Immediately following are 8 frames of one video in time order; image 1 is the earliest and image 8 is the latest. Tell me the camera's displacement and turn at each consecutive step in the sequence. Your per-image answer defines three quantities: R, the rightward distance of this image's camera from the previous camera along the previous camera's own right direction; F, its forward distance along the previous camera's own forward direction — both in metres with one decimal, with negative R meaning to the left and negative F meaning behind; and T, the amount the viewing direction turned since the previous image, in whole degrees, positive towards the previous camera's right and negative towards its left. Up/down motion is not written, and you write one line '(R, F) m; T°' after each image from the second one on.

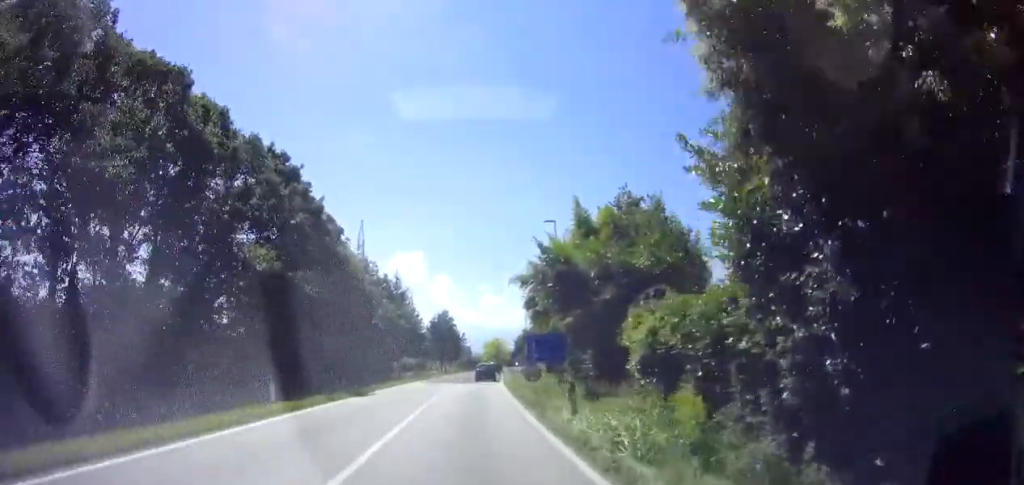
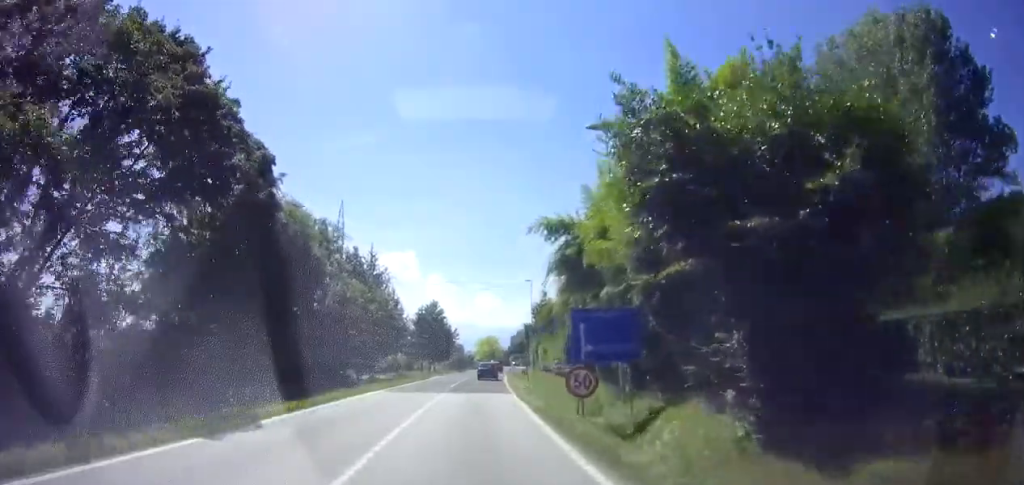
(+0.2, +12.4) m; +1°
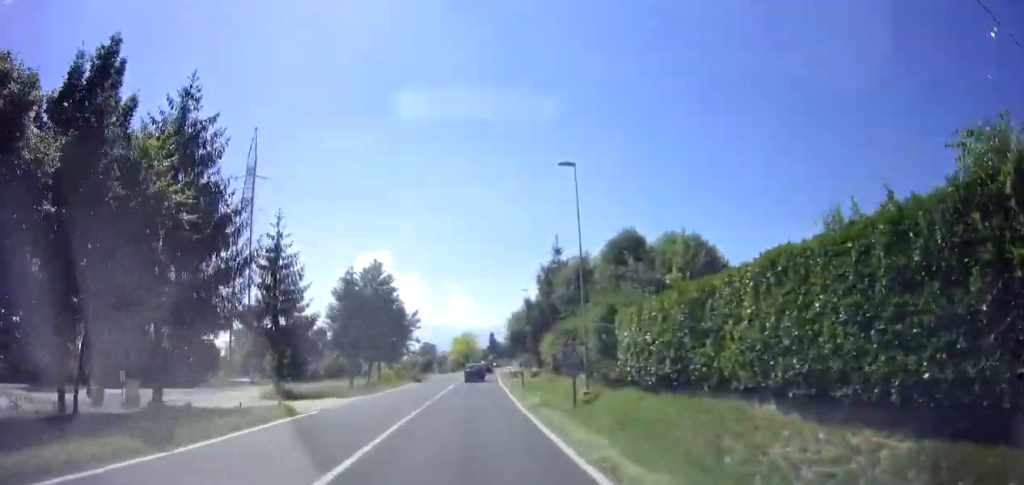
(+0.9, +31.9) m; +3°
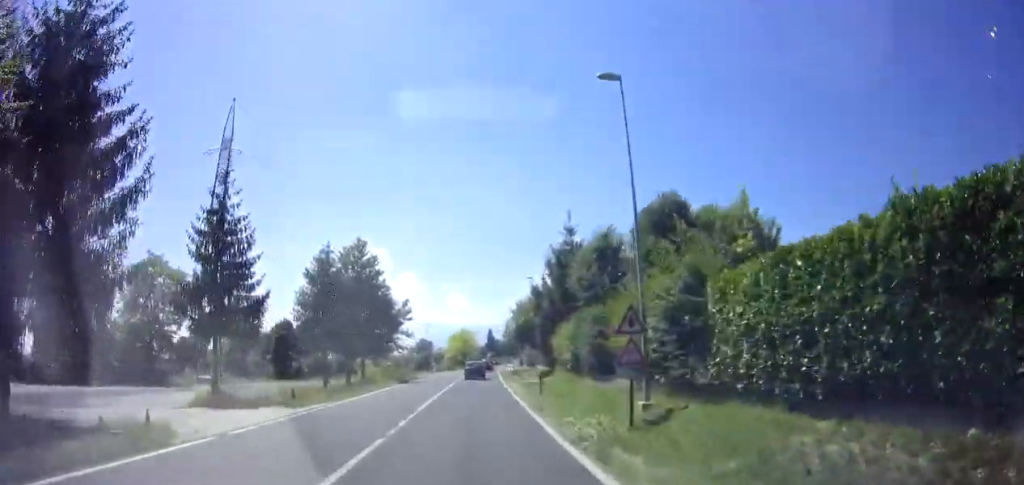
(0.0, +7.0) m; 0°
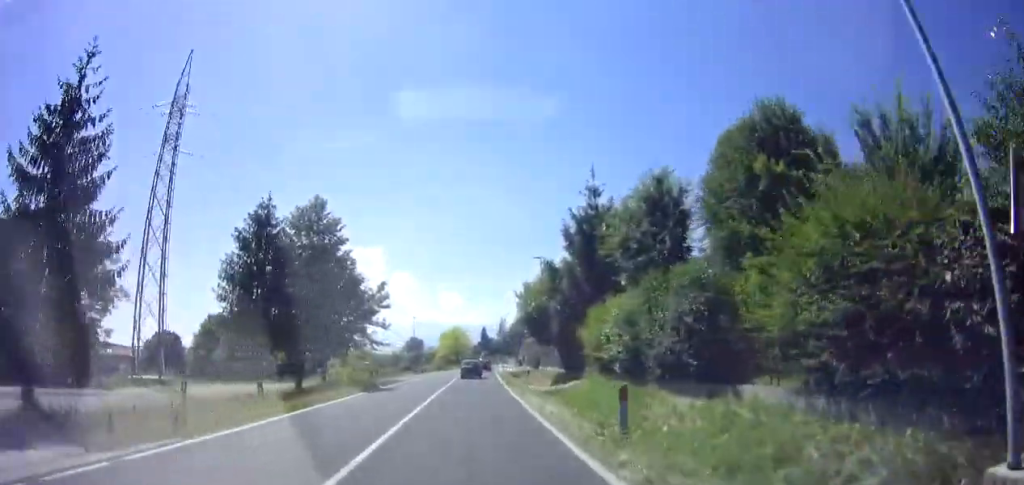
(0.0, +10.2) m; 0°
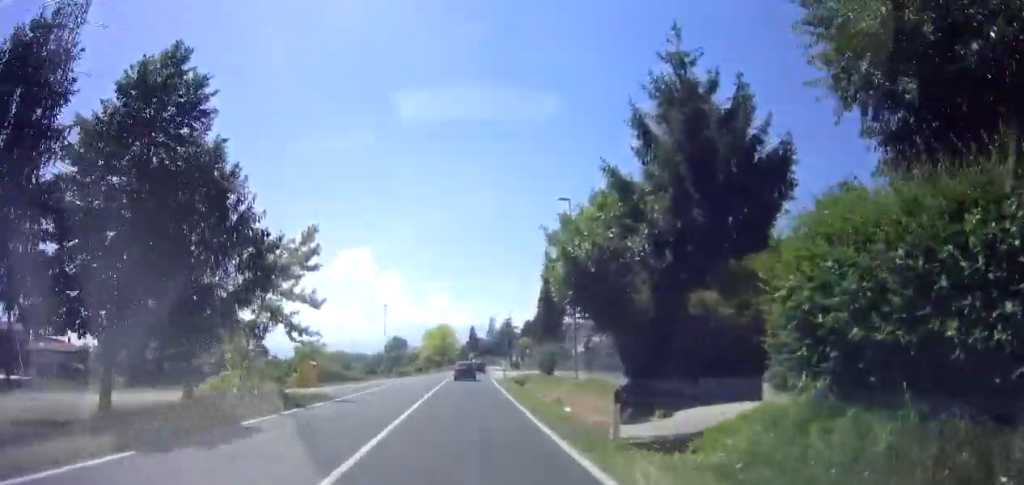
(0.0, +16.5) m; +1°
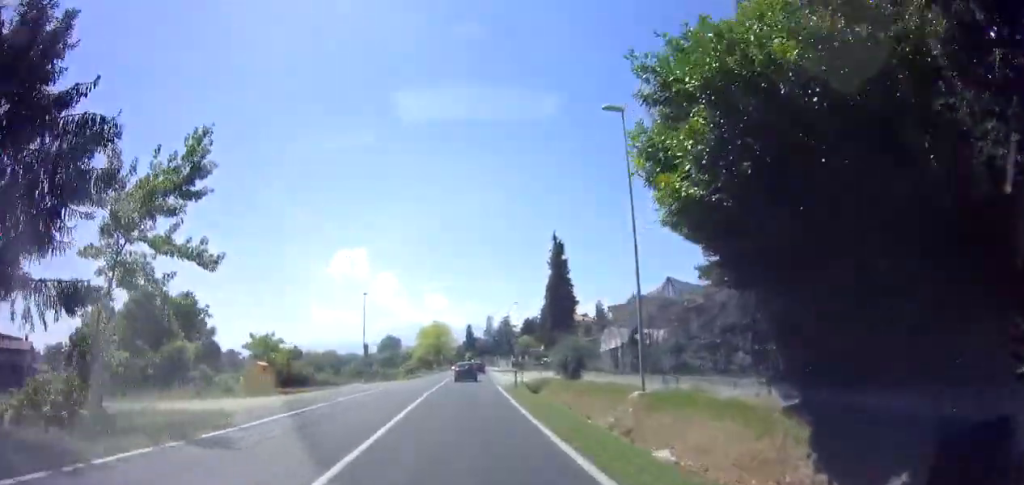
(+0.2, +10.1) m; 0°
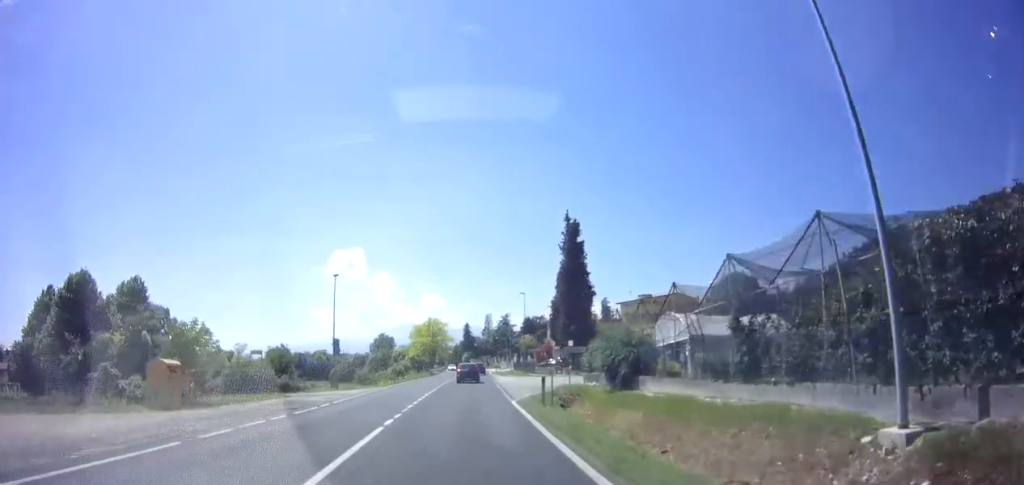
(+0.1, +10.1) m; 0°
